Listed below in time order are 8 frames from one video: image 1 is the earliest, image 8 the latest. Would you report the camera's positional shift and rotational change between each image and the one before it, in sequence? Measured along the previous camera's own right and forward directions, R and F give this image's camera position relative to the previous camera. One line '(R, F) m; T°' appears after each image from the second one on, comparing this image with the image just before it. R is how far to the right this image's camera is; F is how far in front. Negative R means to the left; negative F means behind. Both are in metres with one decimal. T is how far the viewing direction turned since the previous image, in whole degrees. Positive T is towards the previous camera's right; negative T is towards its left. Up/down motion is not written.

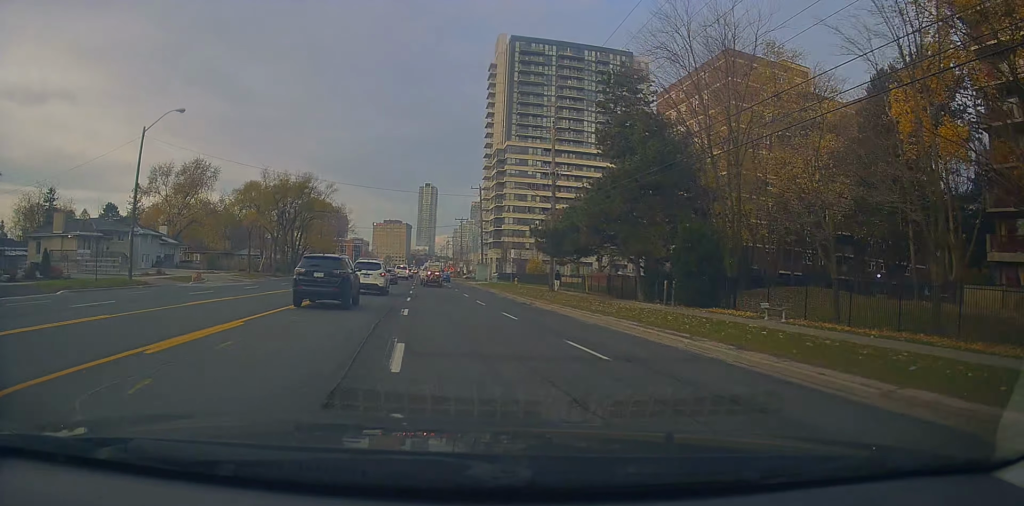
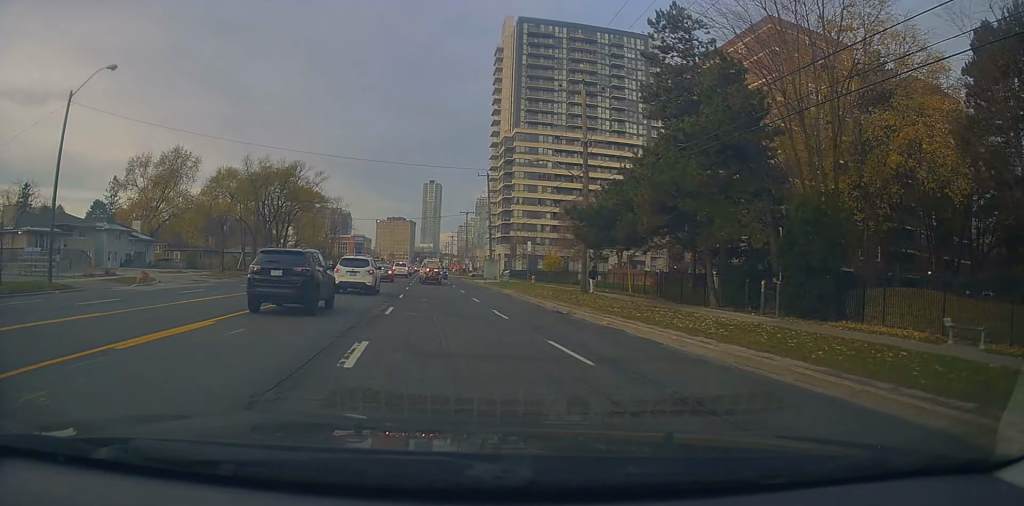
(0.0, +8.9) m; 0°
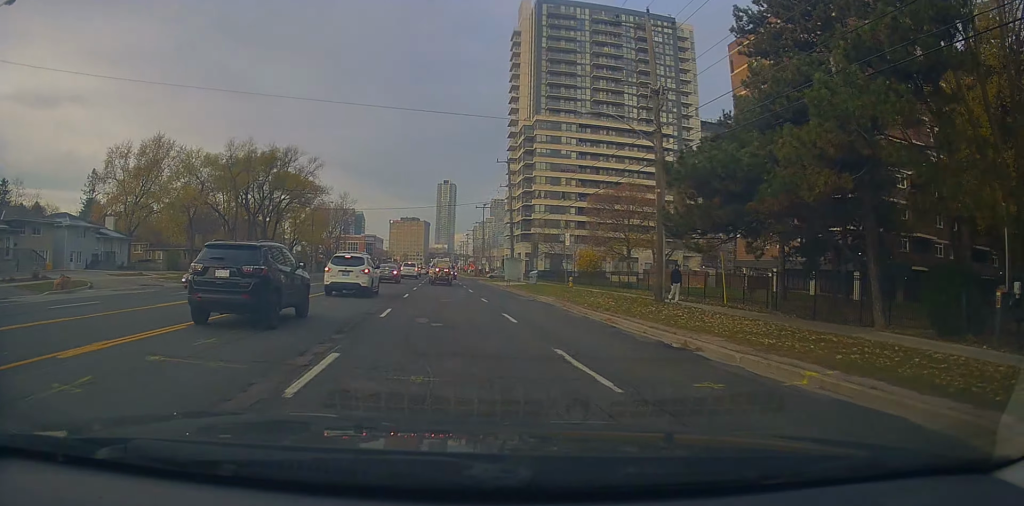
(+0.1, +10.5) m; -1°
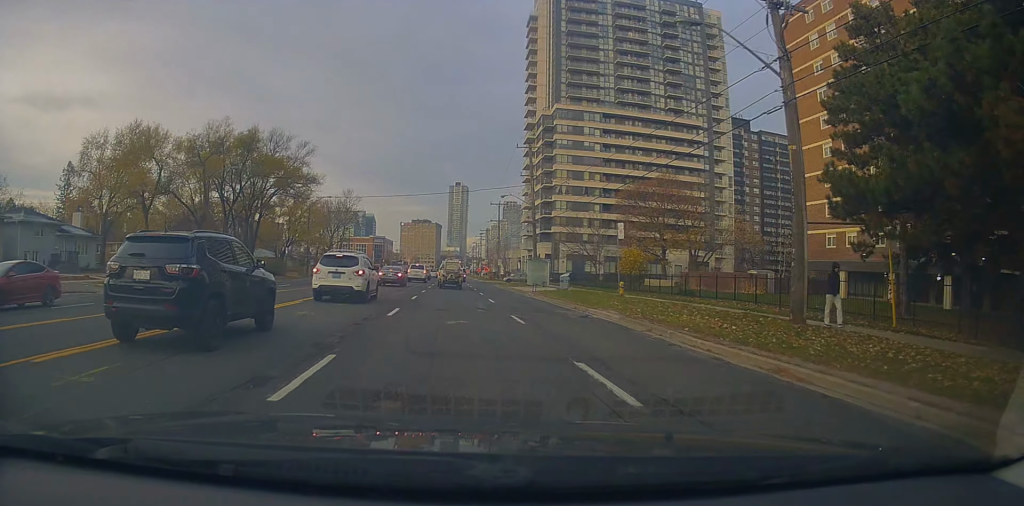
(0.0, +9.5) m; -1°
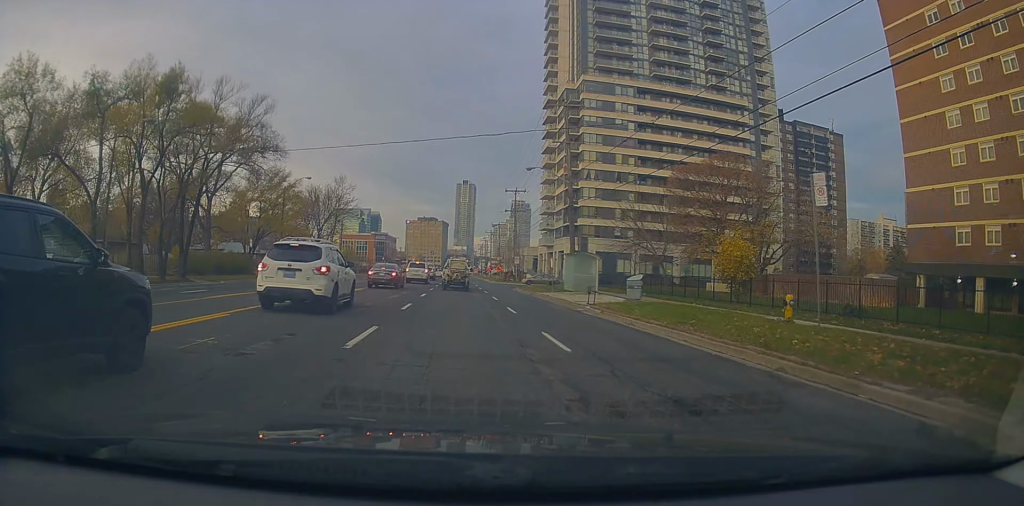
(-0.1, +16.0) m; 0°
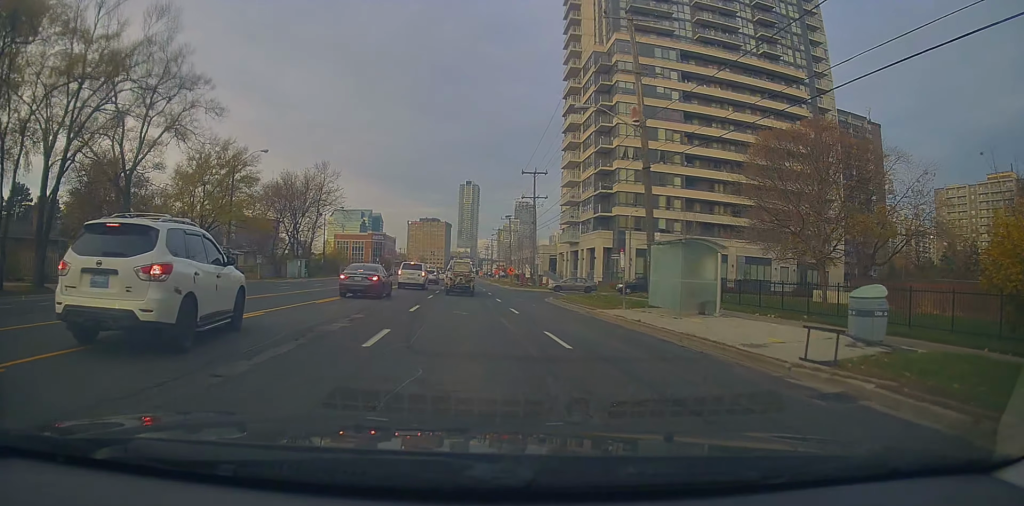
(-0.3, +17.9) m; -1°
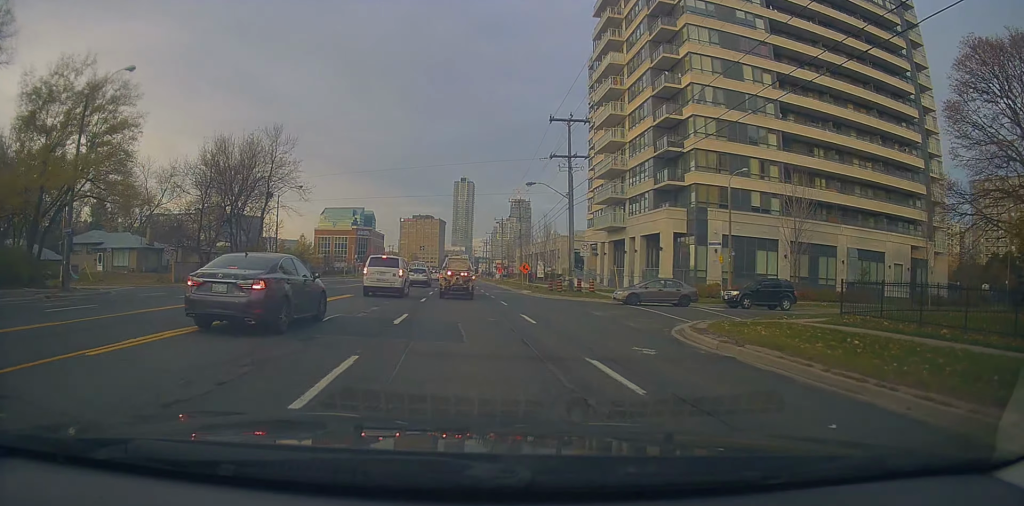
(-0.2, +23.0) m; -3°
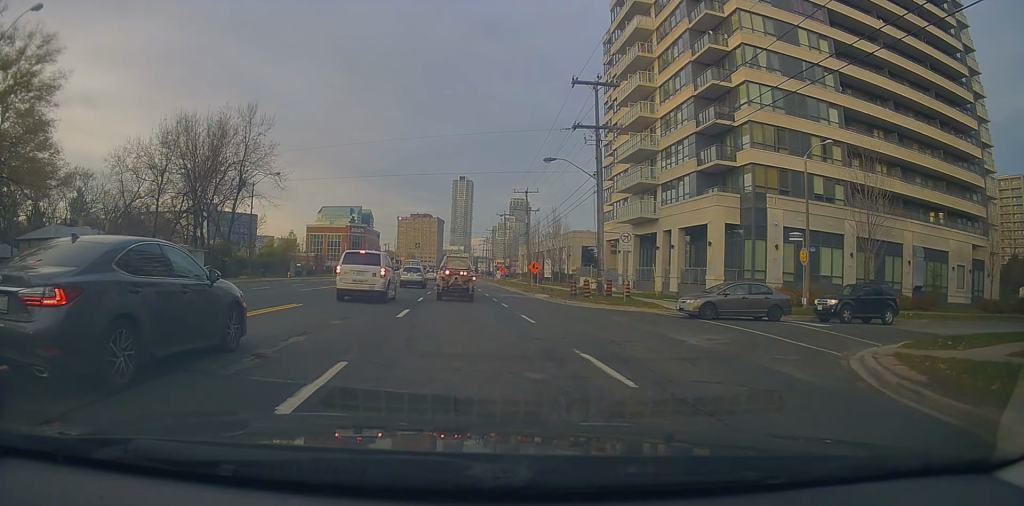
(-0.2, +9.1) m; 0°
